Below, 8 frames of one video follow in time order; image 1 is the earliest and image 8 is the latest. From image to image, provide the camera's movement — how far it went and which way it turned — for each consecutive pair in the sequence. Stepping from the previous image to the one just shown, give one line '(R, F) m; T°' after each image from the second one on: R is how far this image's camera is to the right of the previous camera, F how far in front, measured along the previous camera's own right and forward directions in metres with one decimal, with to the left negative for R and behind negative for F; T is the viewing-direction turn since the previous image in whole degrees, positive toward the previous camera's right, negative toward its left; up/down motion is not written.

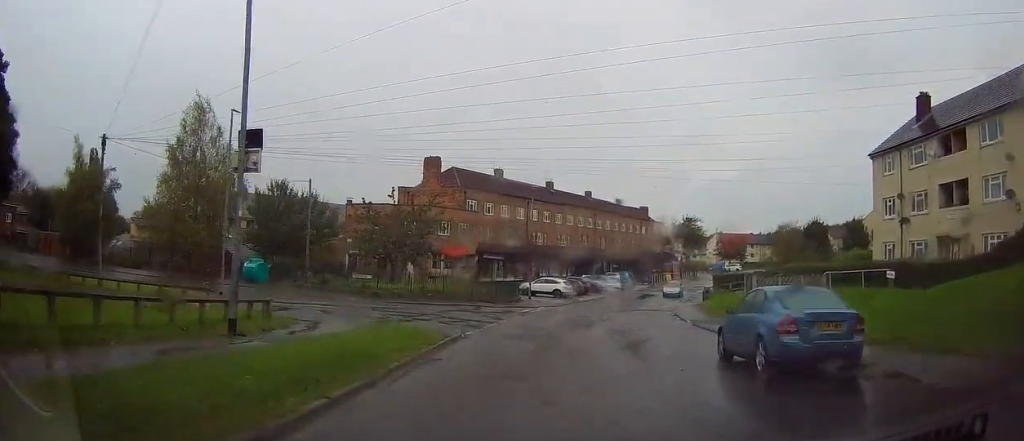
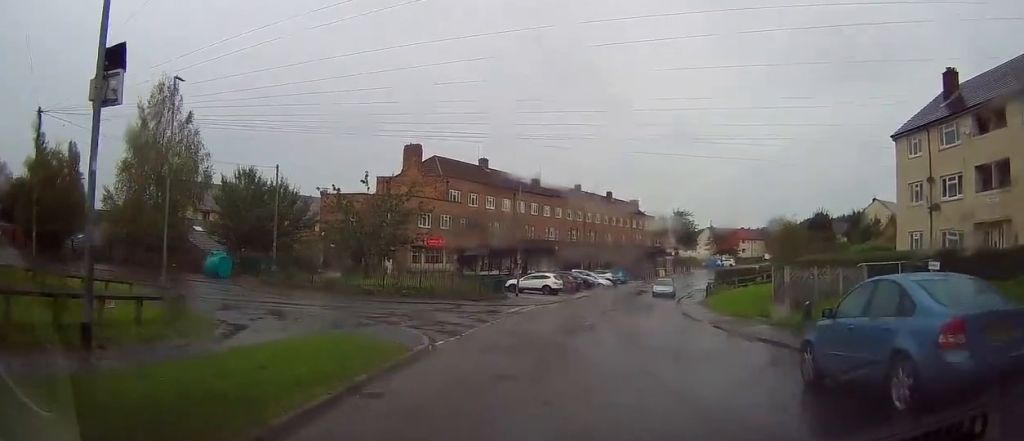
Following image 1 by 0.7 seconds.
(-0.1, +4.7) m; +5°
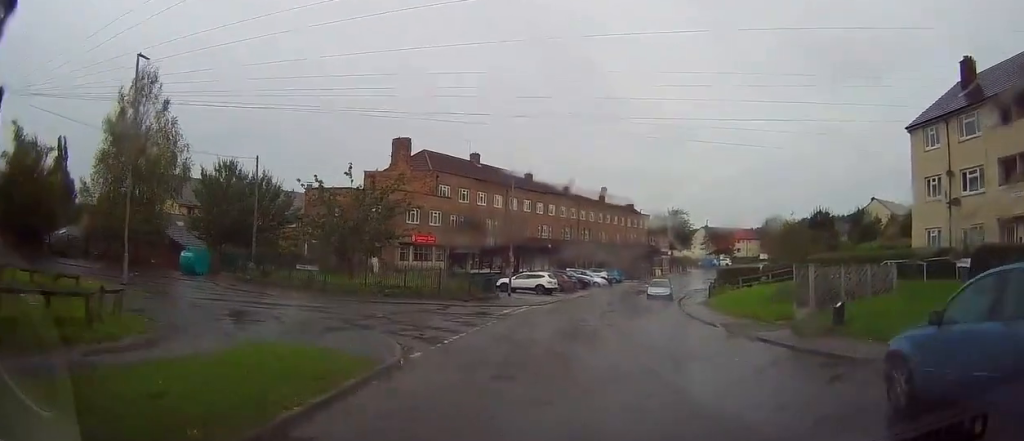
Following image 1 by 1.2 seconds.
(+0.3, +2.6) m; +1°
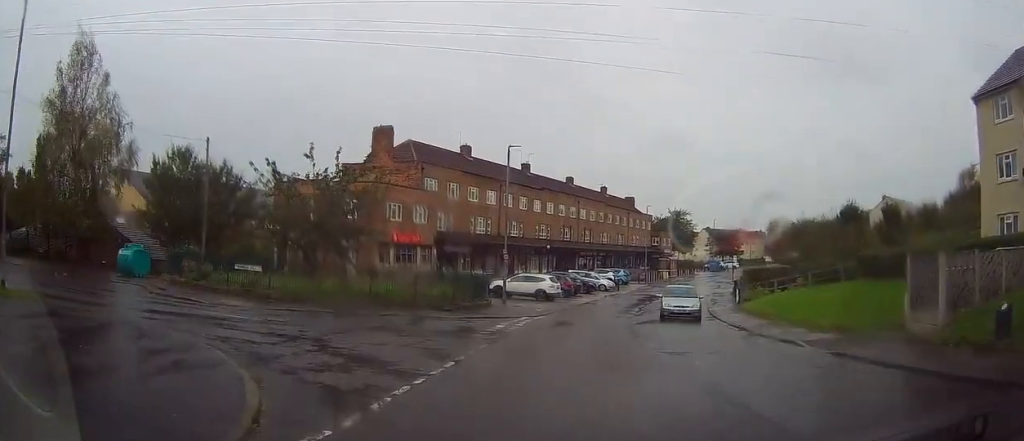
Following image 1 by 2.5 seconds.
(0.0, +7.5) m; -5°
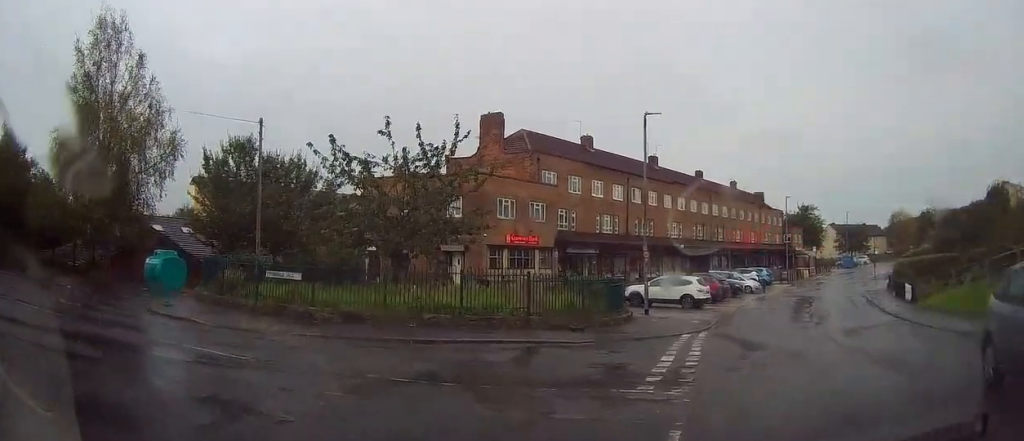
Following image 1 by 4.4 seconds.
(-0.7, +8.4) m; -5°
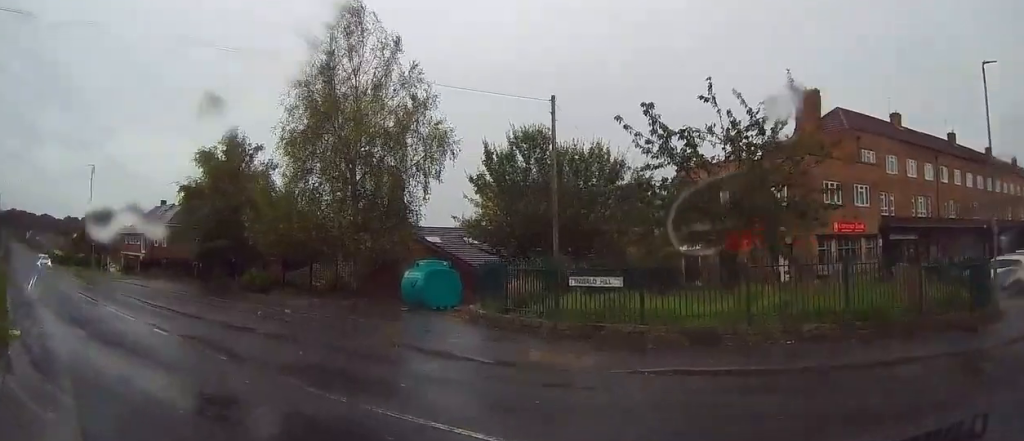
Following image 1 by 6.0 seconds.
(-0.6, +5.3) m; -30°
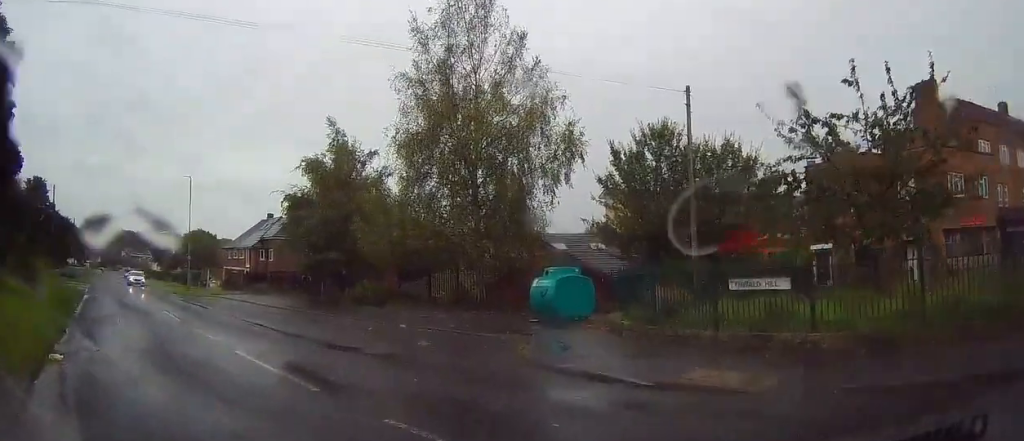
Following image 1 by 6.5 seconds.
(-0.7, +1.8) m; -12°
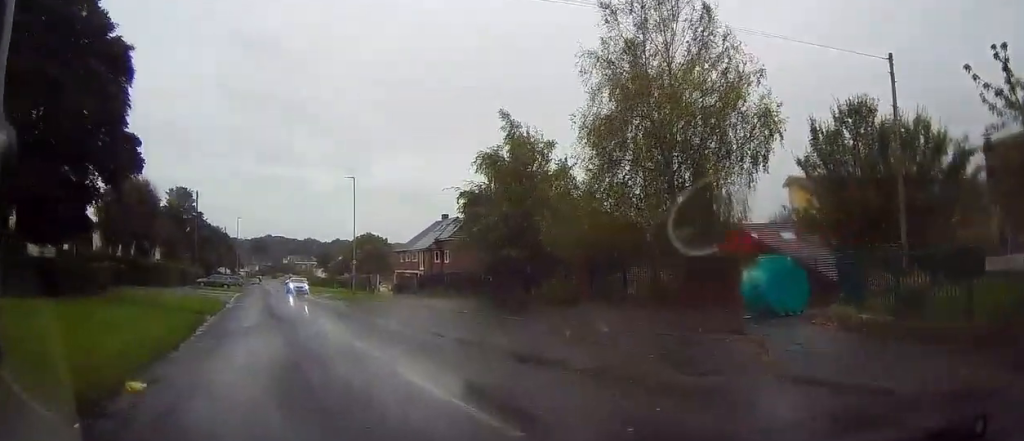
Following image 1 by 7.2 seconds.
(-0.2, +2.4) m; -10°
